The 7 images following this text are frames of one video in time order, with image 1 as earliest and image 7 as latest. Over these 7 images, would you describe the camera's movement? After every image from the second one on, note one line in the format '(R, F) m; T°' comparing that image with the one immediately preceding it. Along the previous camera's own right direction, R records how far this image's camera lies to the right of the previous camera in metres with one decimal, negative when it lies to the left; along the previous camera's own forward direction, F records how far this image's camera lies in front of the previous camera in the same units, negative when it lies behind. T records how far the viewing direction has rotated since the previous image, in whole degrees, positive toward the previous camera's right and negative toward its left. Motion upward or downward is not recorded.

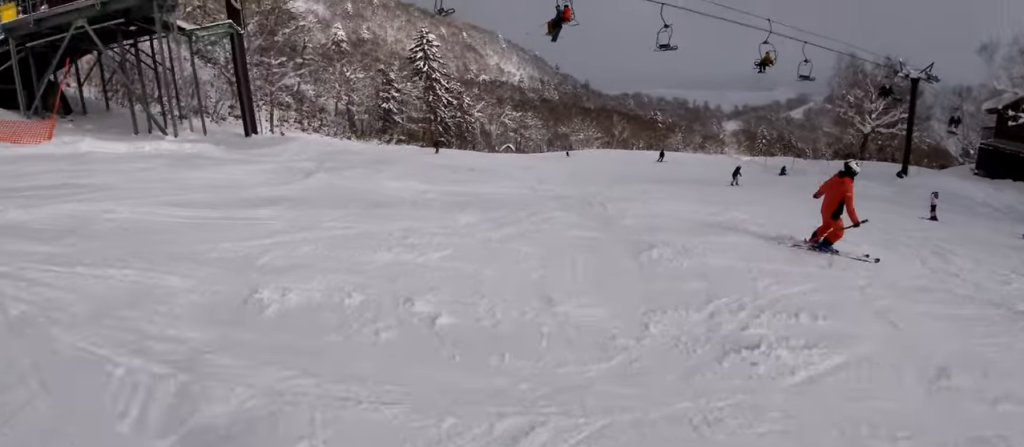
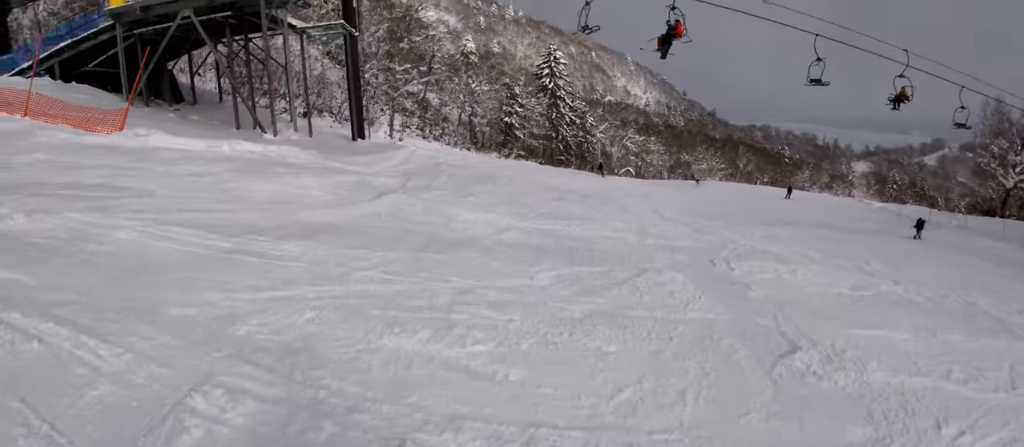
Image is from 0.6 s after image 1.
(-0.4, +1.4) m; -12°
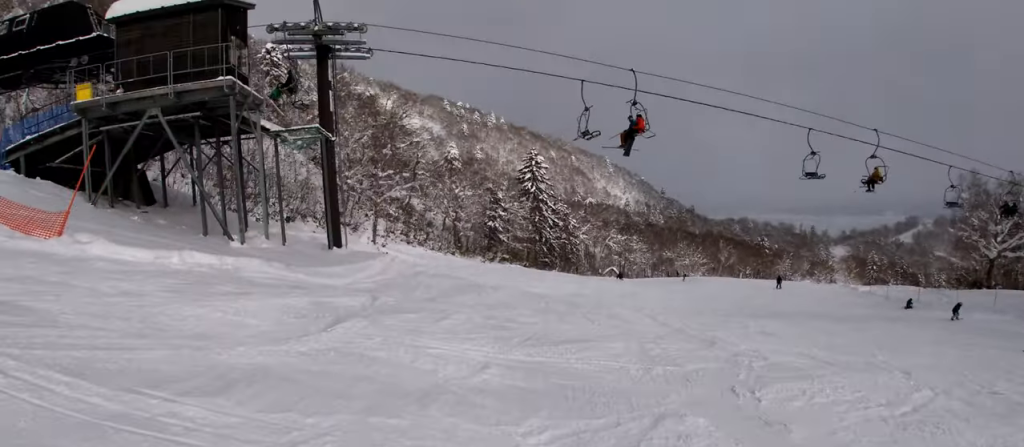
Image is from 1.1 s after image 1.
(-0.6, +1.4) m; -11°
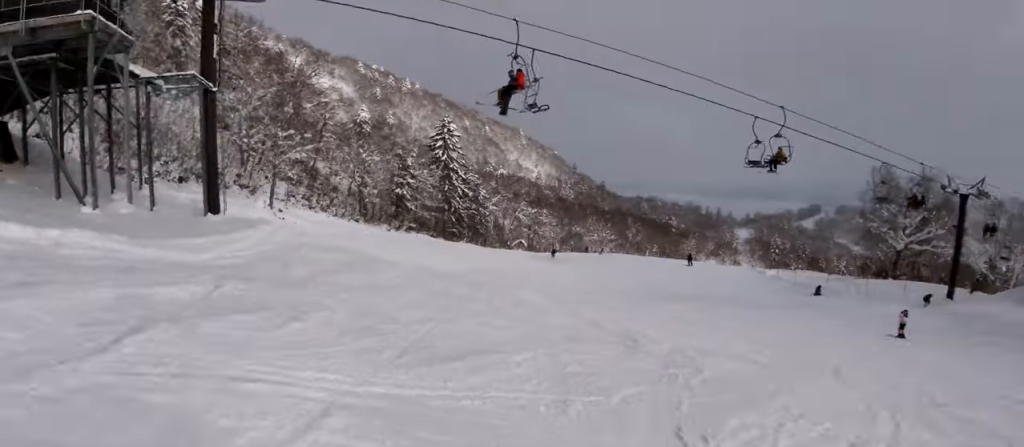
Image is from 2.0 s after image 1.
(+0.3, +3.0) m; +24°
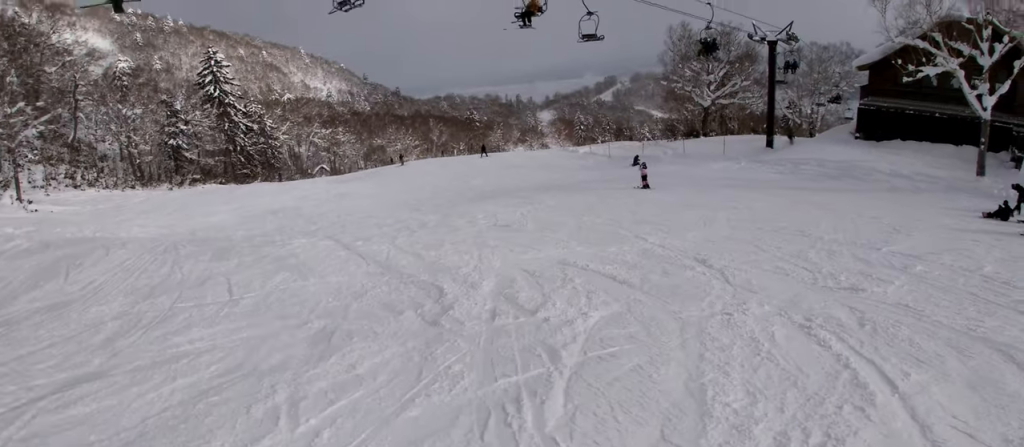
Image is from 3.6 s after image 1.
(+2.1, +4.5) m; +26°
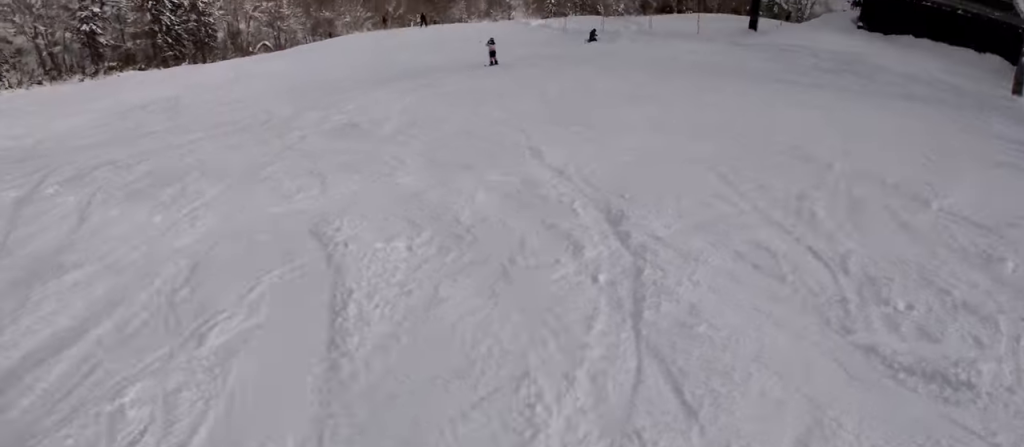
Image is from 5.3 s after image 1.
(-0.9, +6.6) m; -21°
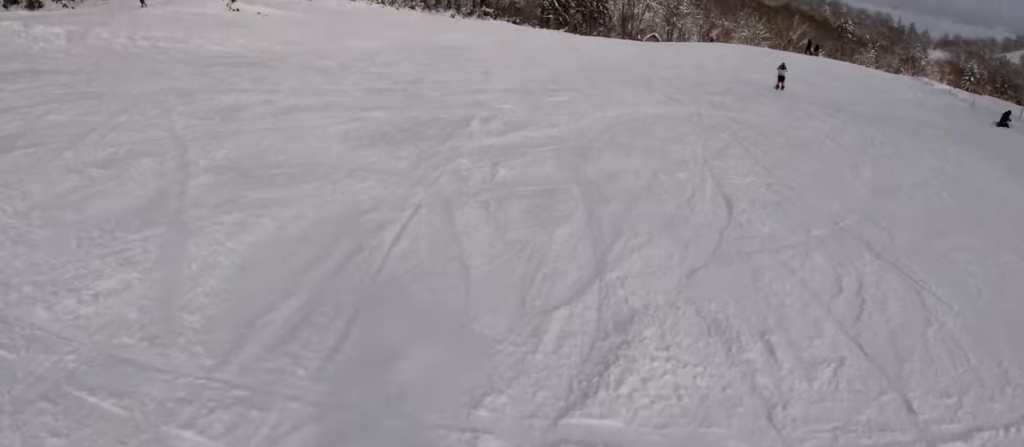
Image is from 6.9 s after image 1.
(-1.5, +6.9) m; -15°
